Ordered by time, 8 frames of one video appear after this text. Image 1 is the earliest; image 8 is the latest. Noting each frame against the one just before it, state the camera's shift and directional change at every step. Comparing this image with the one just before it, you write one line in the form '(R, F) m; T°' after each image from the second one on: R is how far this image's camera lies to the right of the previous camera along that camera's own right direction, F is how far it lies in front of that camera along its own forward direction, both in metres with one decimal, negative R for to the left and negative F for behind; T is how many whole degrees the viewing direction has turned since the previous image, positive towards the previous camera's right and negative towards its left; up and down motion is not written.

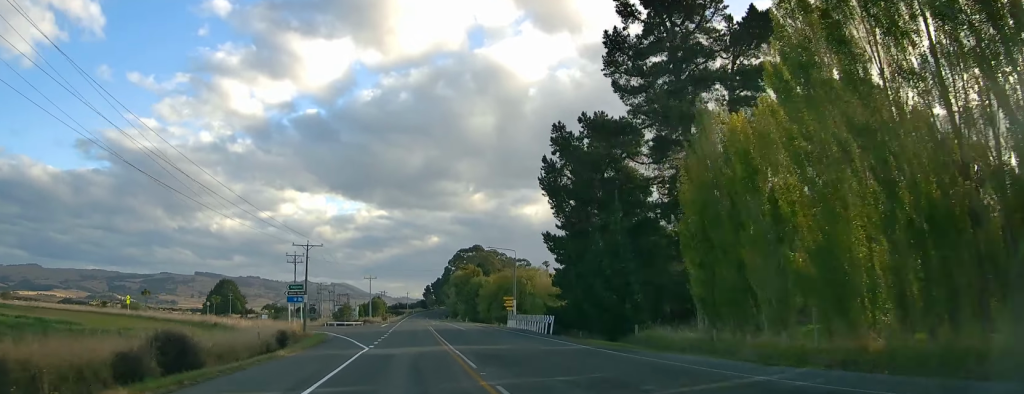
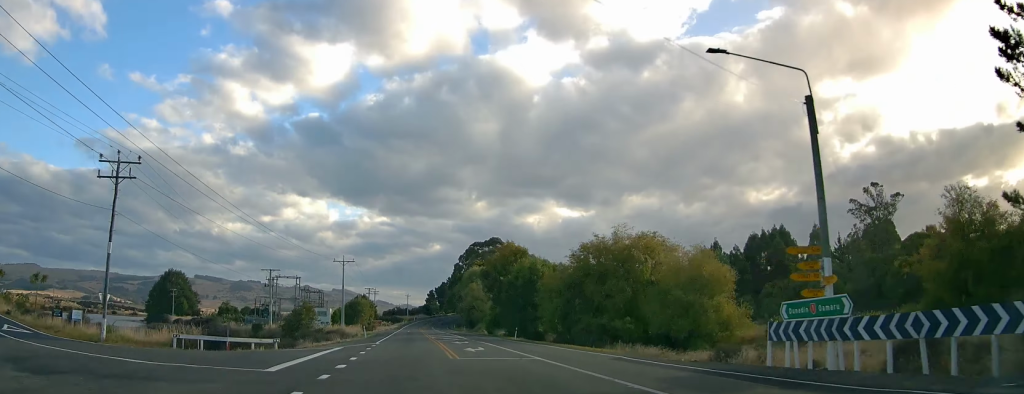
(+0.5, +59.6) m; +1°
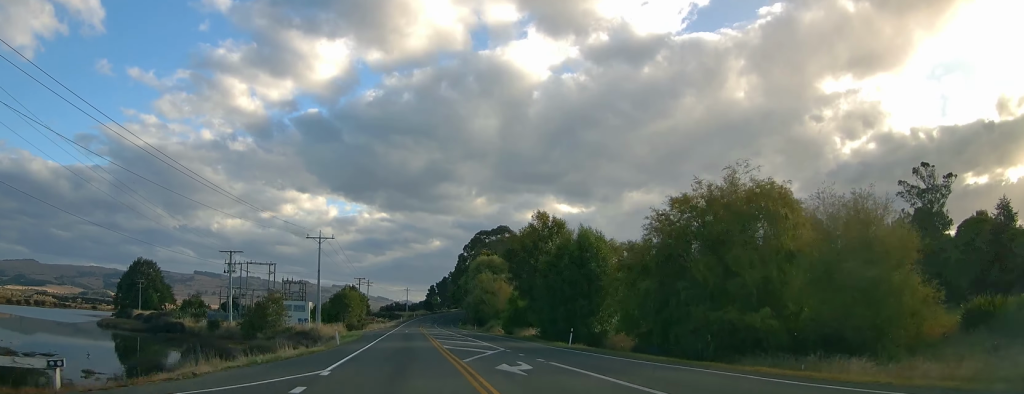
(-0.5, +23.0) m; +1°
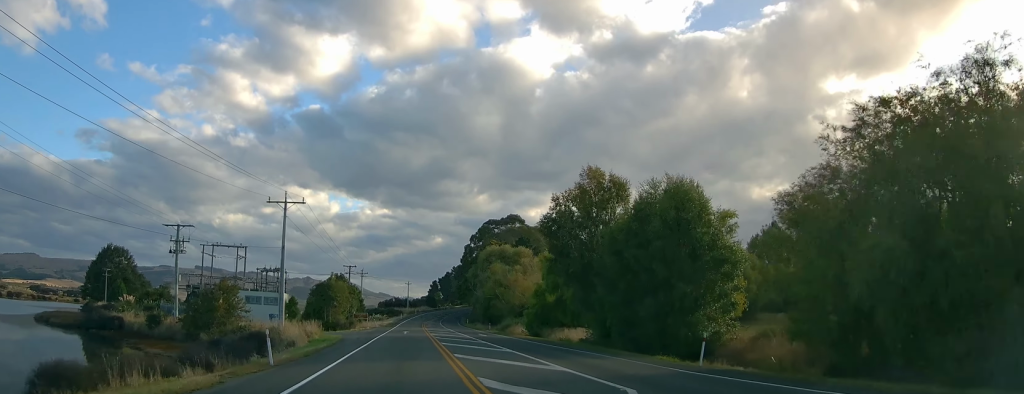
(+0.8, +19.6) m; -1°
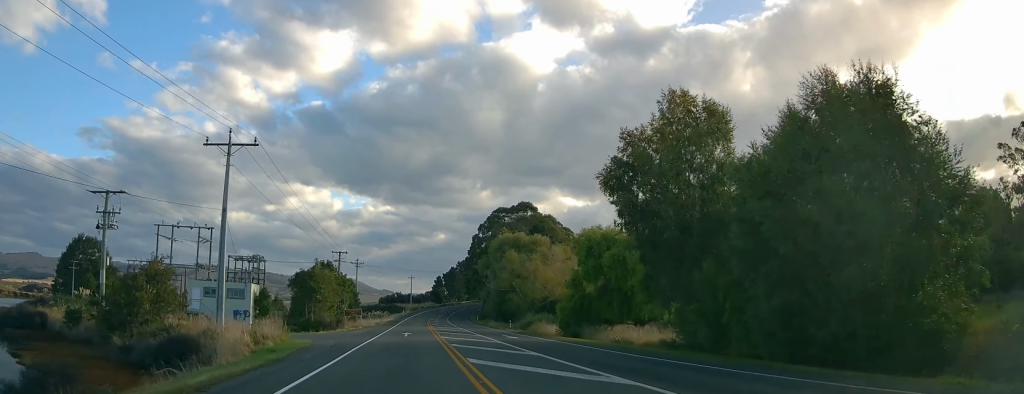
(-0.5, +16.2) m; -1°
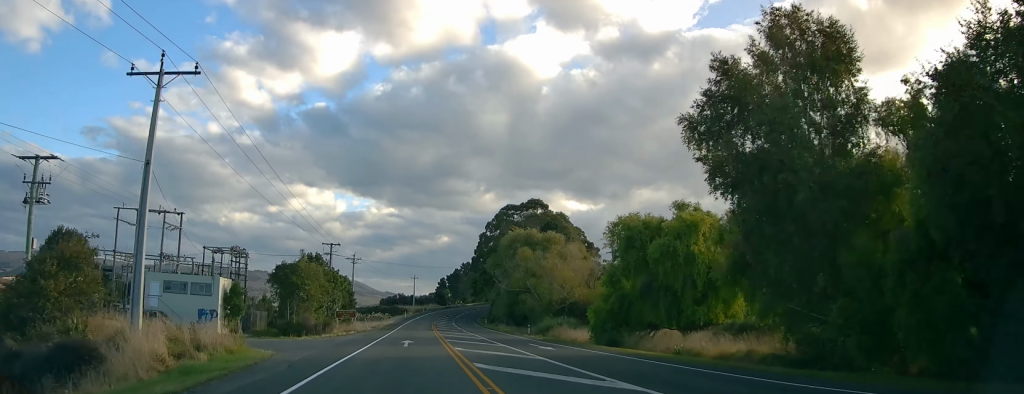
(-0.3, +10.6) m; -1°
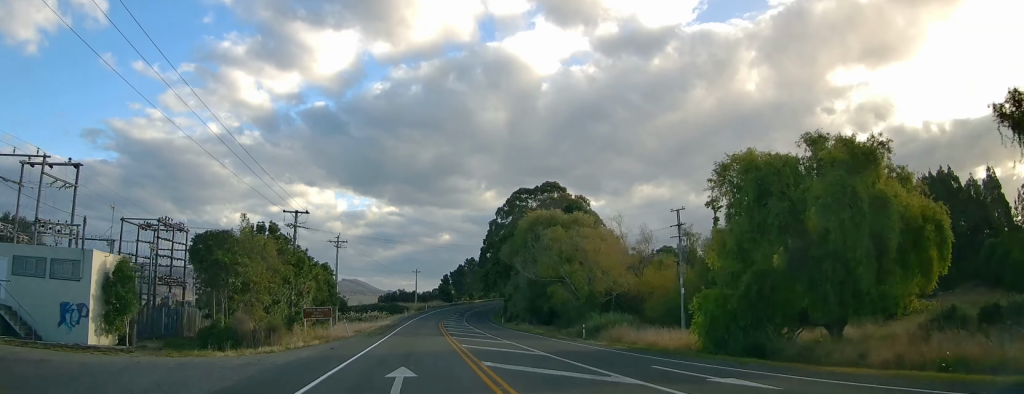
(+0.2, +20.2) m; 0°
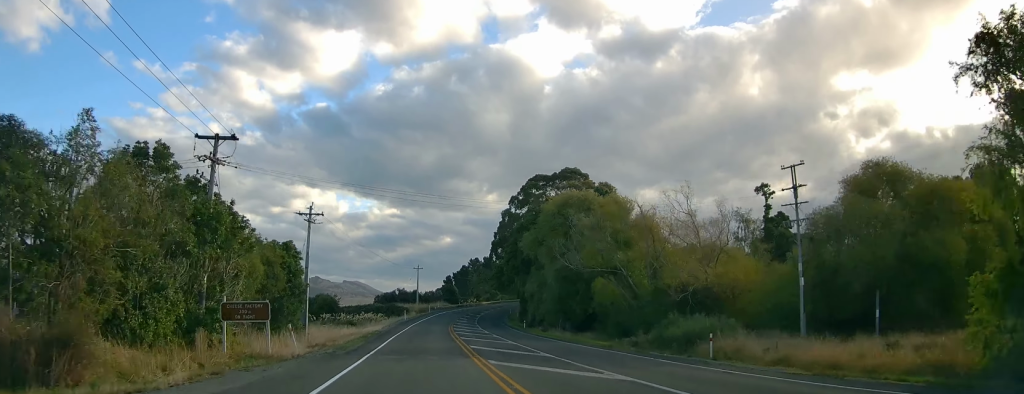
(+0.1, +19.4) m; +1°
